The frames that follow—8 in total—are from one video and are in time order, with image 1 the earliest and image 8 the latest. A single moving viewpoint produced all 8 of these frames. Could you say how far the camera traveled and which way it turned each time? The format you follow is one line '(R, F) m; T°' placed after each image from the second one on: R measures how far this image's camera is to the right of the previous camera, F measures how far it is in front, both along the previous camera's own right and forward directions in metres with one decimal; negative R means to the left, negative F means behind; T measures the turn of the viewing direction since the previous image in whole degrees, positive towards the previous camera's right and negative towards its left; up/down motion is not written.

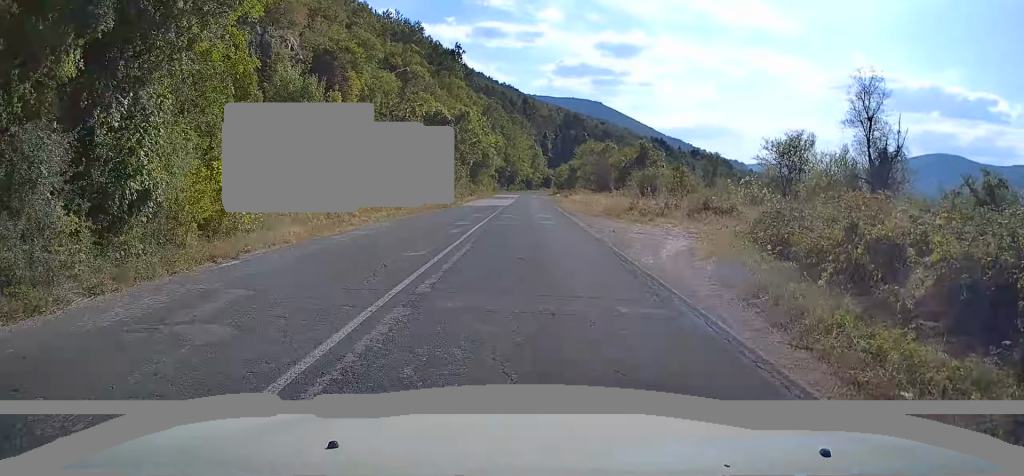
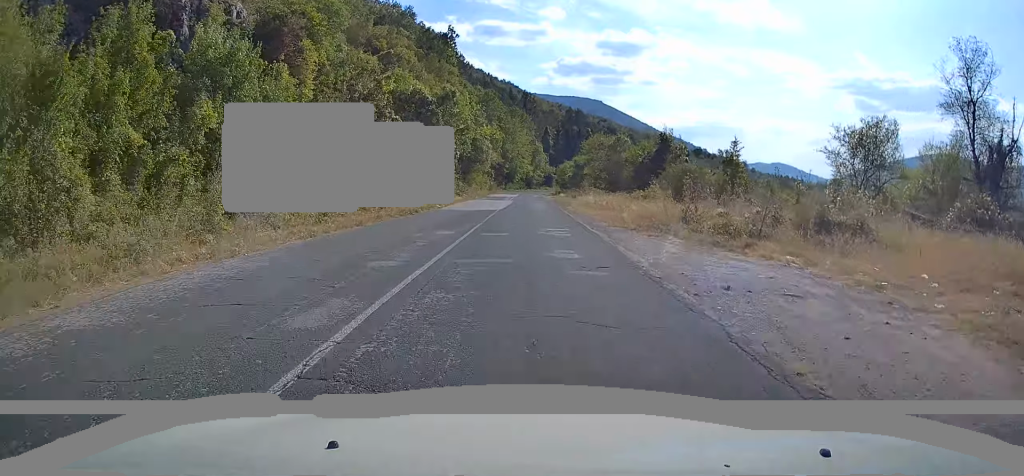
(0.0, +11.8) m; 0°
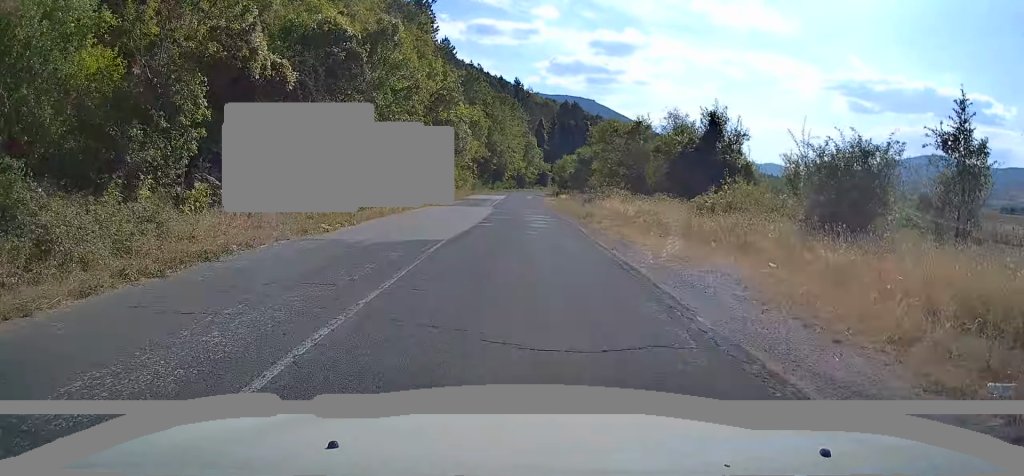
(-0.2, +19.6) m; -1°
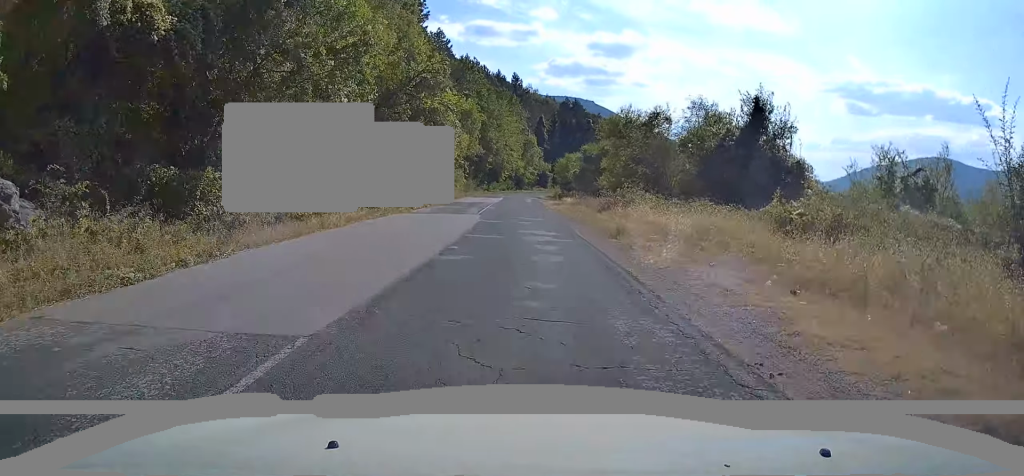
(0.0, +9.1) m; 0°
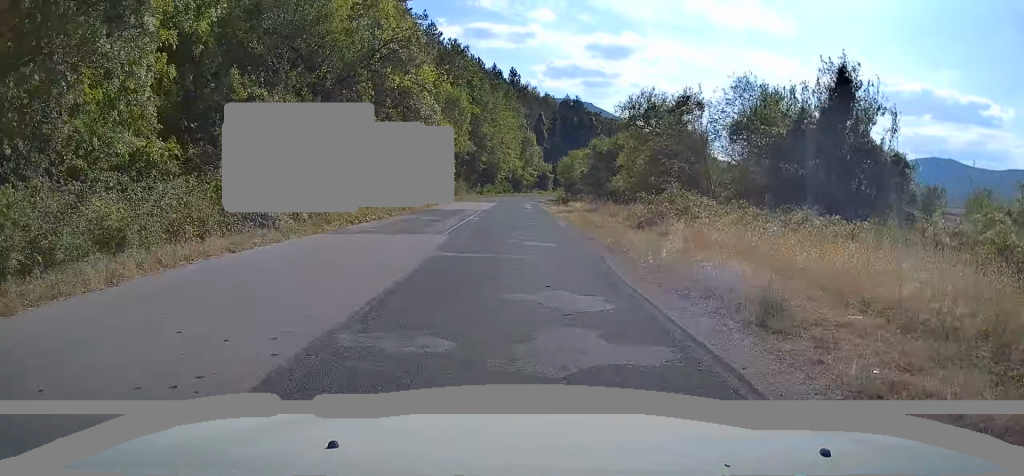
(0.0, +10.9) m; +1°
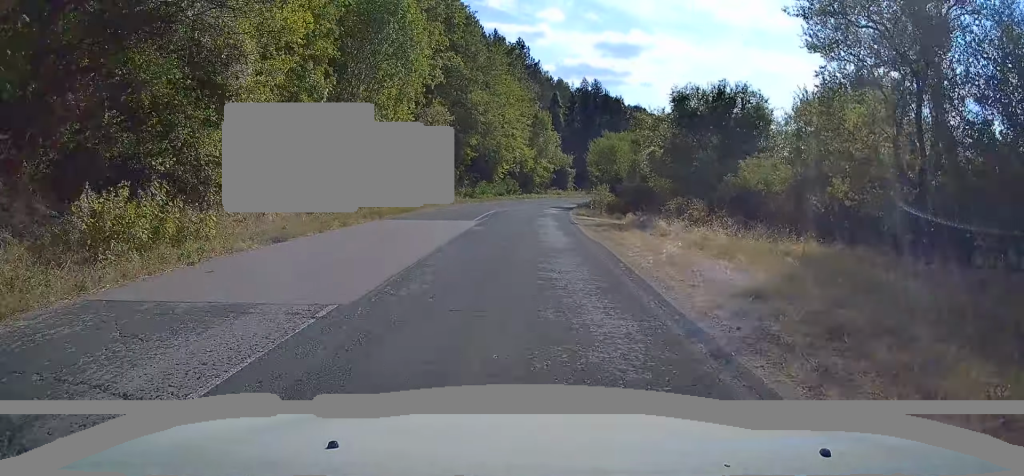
(+0.4, +29.5) m; 0°
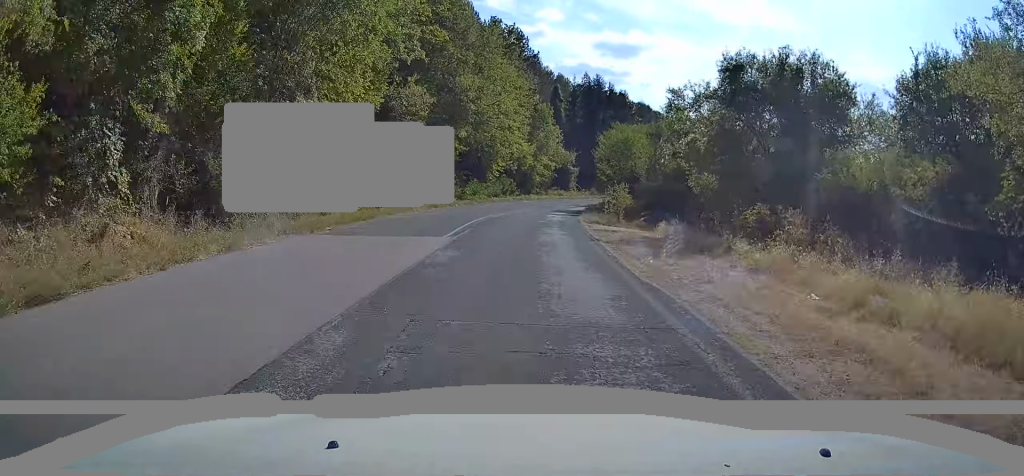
(-0.2, +7.8) m; 0°
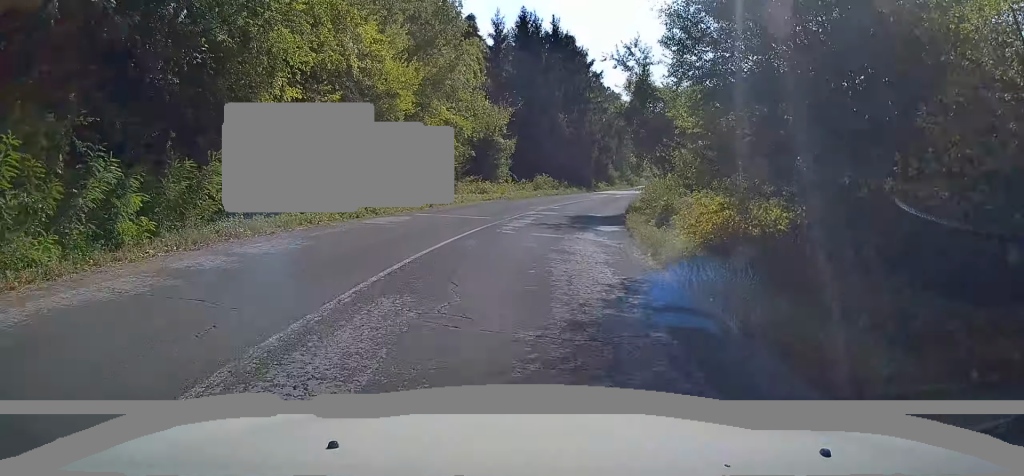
(+0.5, +40.1) m; +5°
